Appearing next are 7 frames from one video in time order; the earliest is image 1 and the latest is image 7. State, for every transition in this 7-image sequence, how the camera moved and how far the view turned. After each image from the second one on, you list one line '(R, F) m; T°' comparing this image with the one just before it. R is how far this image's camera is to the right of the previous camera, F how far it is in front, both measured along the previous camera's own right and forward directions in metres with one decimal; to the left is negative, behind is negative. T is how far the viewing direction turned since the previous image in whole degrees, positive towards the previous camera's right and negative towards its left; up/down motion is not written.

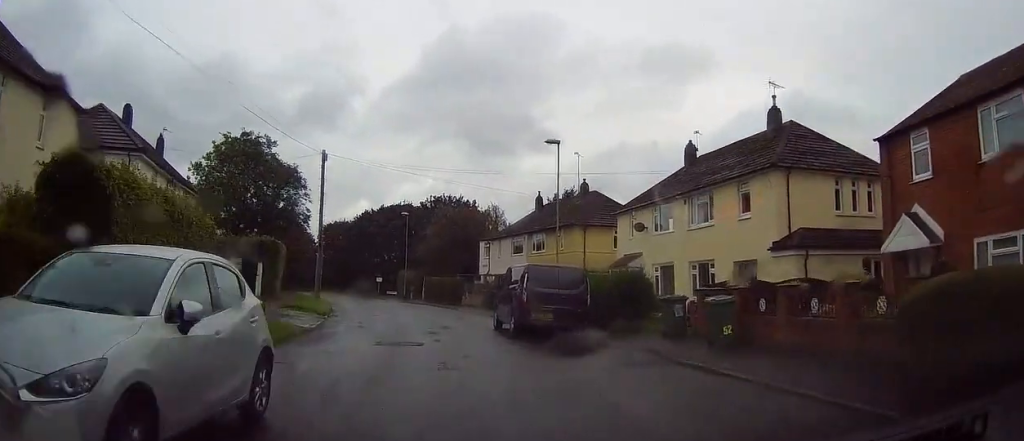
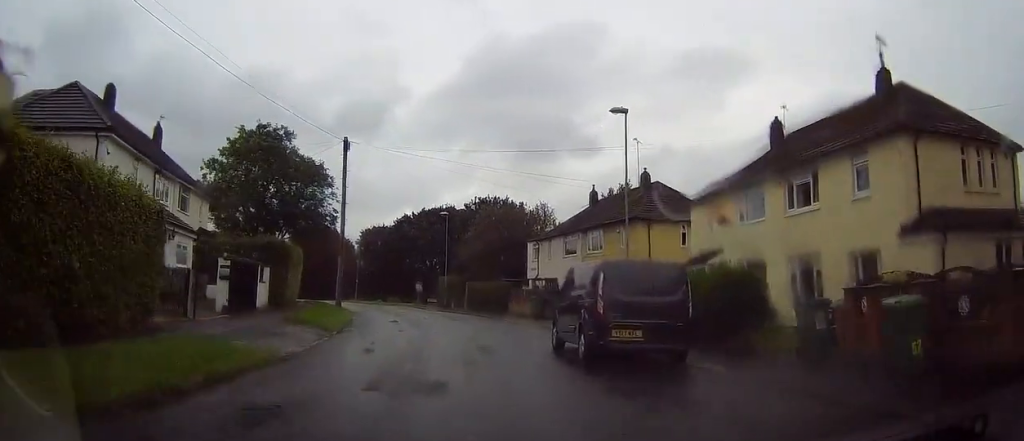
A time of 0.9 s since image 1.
(-0.6, +5.6) m; -4°
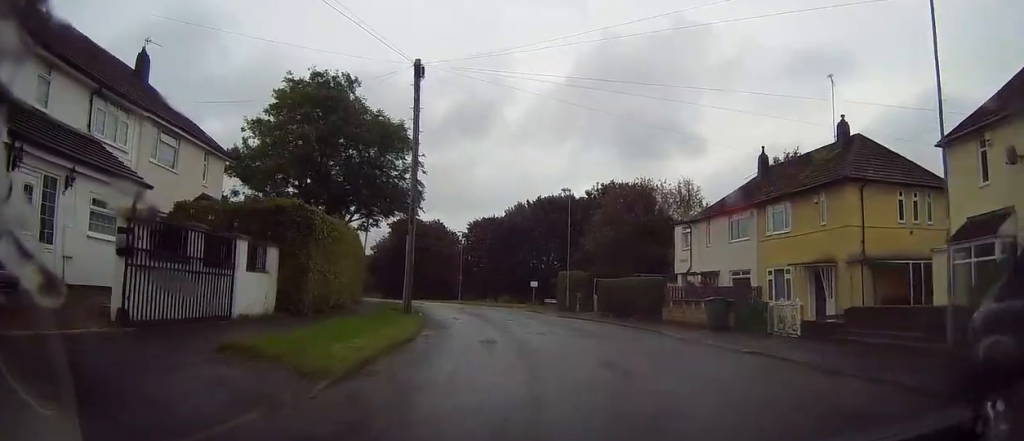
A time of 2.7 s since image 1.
(-1.0, +11.8) m; -10°
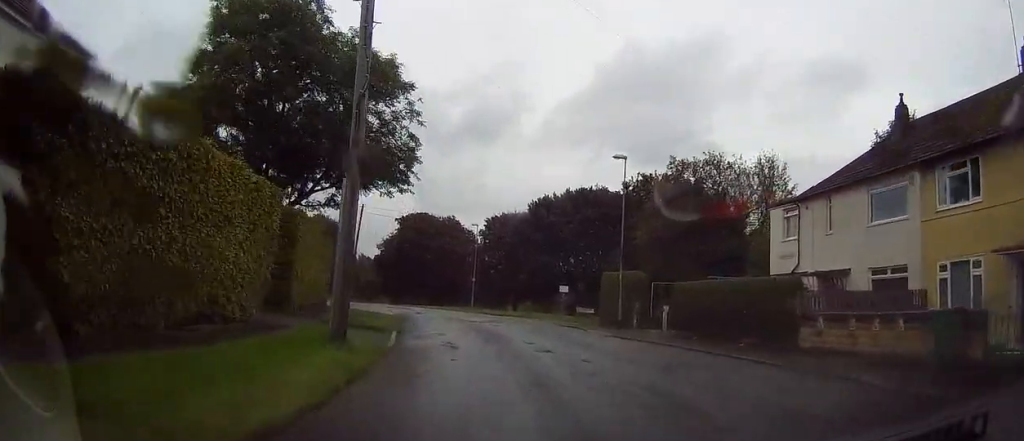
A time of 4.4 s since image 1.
(-0.3, +11.2) m; -3°
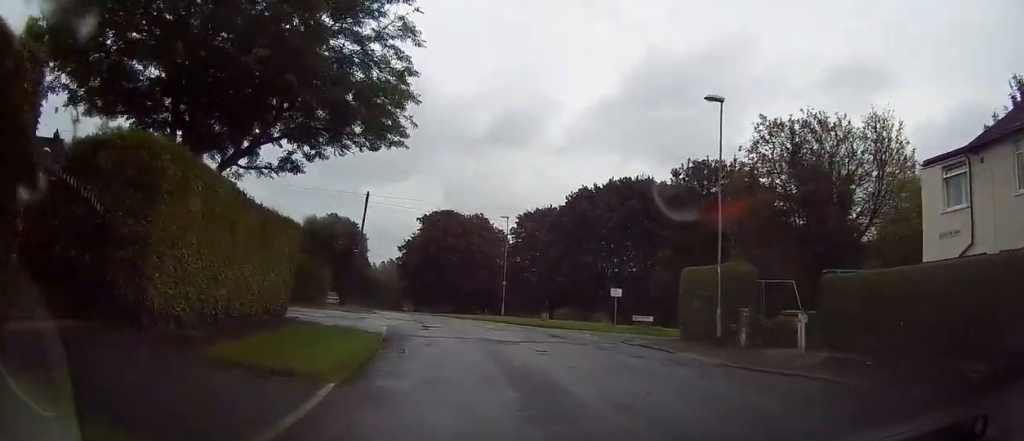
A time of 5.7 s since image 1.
(-0.3, +9.2) m; -2°
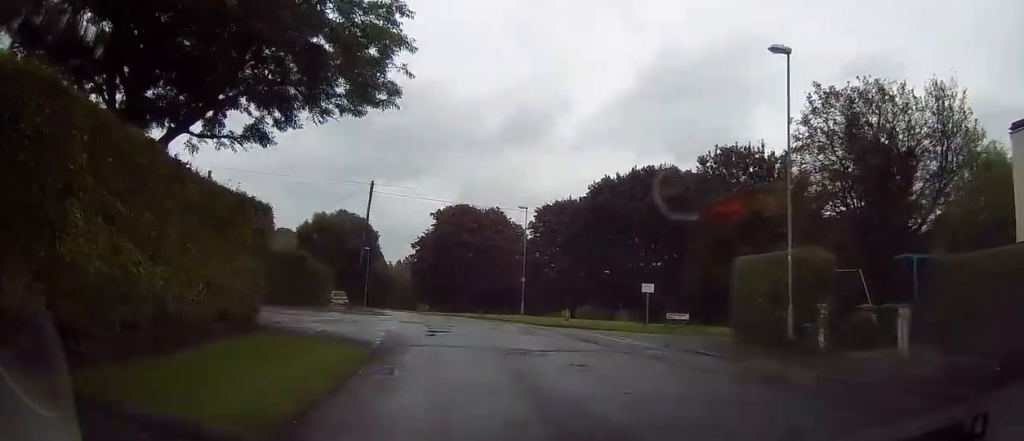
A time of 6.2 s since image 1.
(0.0, +3.8) m; 0°
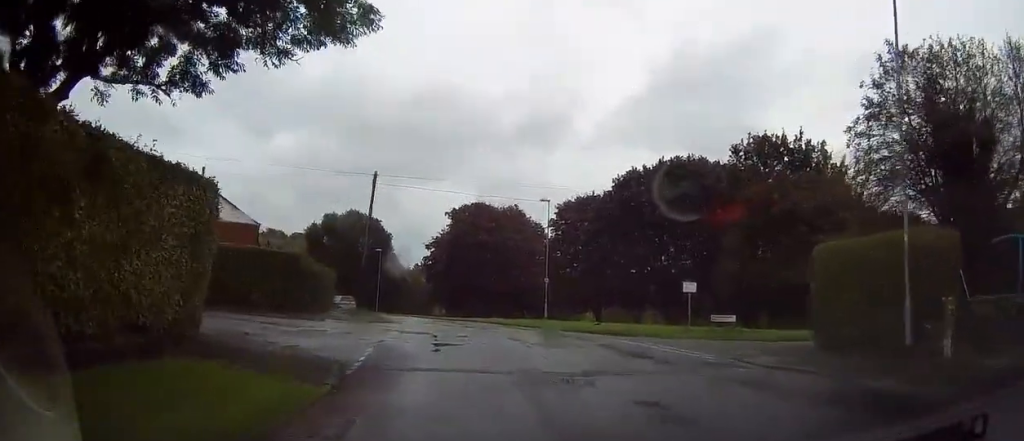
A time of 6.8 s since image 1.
(0.0, +4.4) m; -1°
